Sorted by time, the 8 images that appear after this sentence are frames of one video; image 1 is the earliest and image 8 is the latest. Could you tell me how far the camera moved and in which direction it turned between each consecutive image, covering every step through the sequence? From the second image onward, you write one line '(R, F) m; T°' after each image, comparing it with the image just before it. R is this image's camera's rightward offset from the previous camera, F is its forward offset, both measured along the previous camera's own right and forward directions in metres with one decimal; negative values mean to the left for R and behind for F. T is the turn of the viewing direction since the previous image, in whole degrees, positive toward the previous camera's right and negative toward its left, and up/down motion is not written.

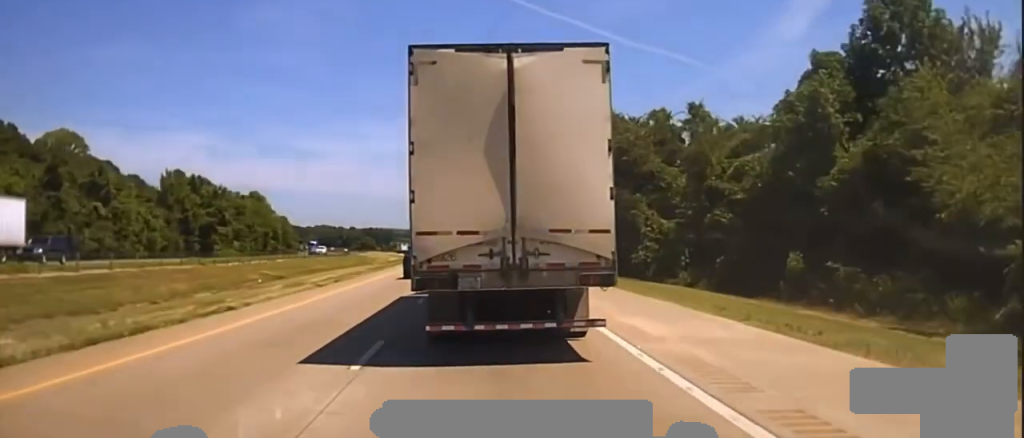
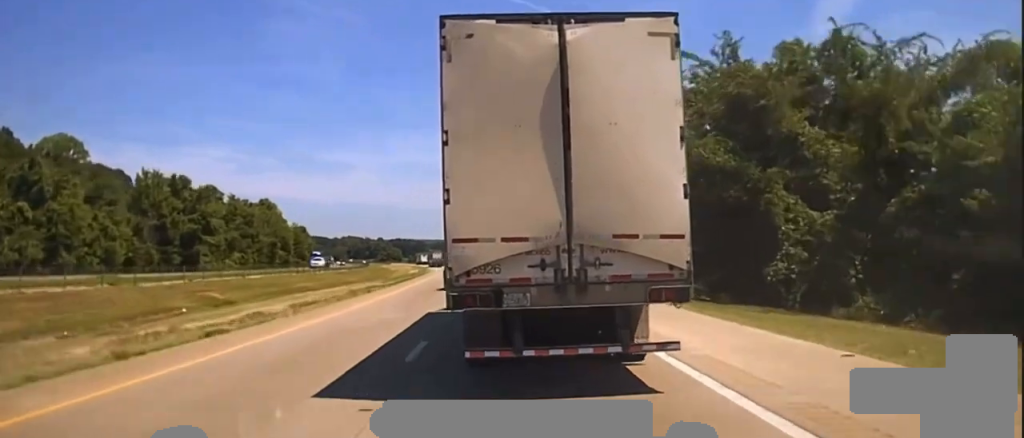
(-0.2, +22.8) m; -1°
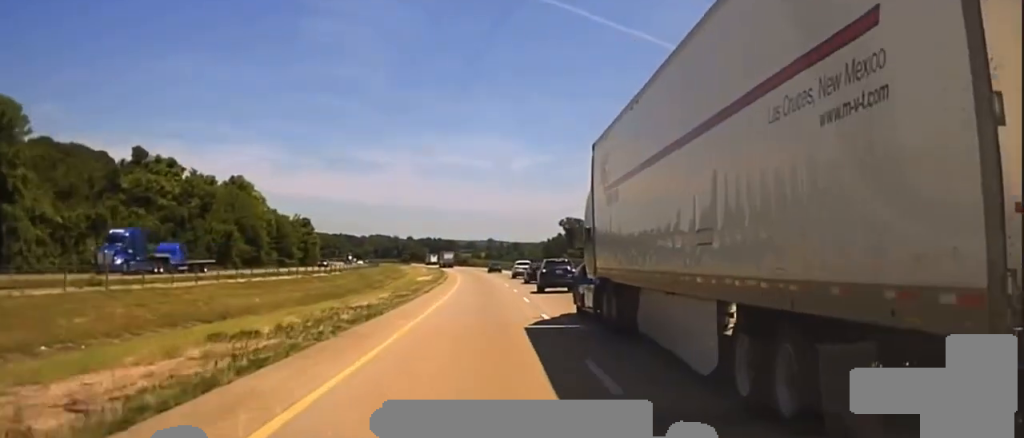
(-1.8, +71.0) m; -2°
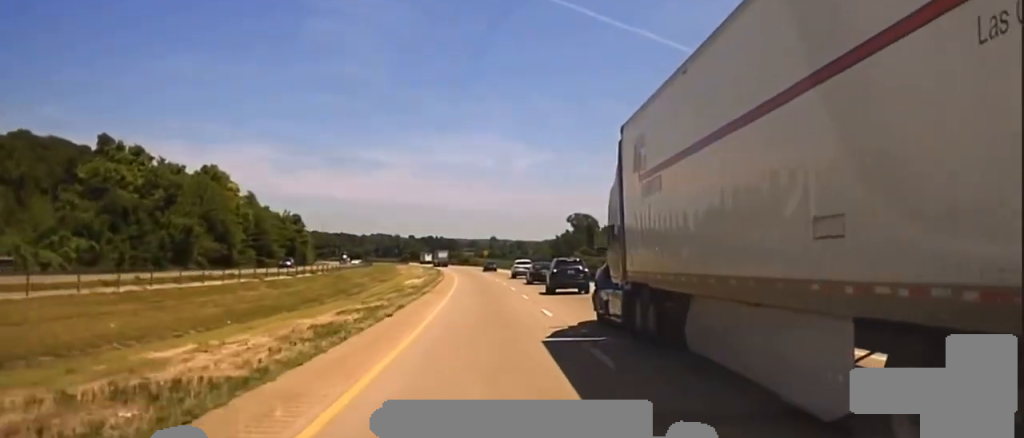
(-0.1, +24.1) m; 0°
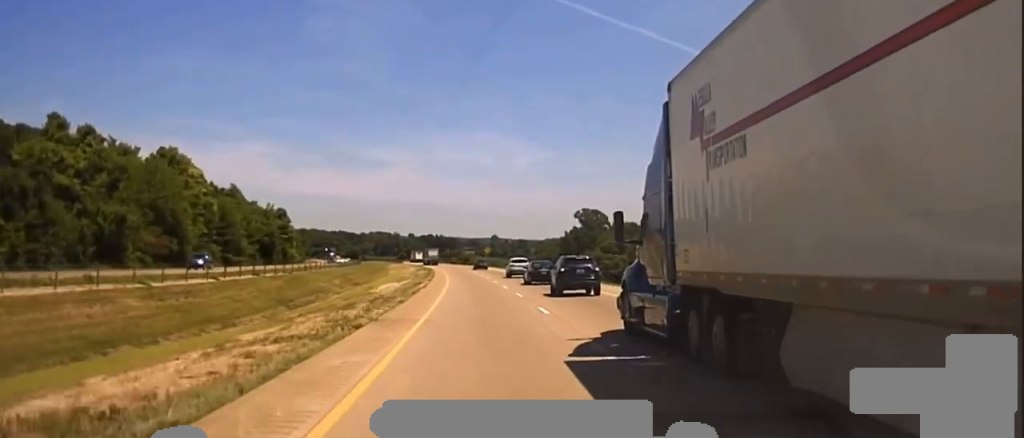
(-0.1, +26.4) m; 0°
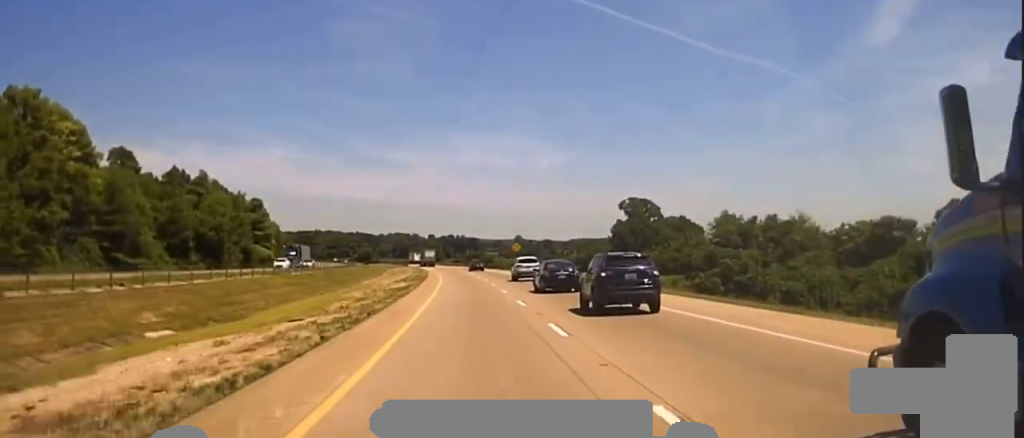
(-0.3, +54.0) m; -1°
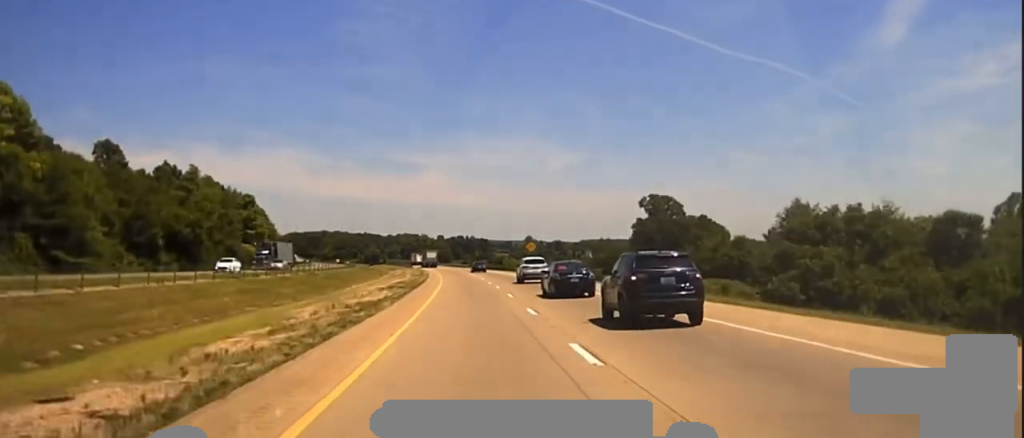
(0.0, +15.1) m; 0°
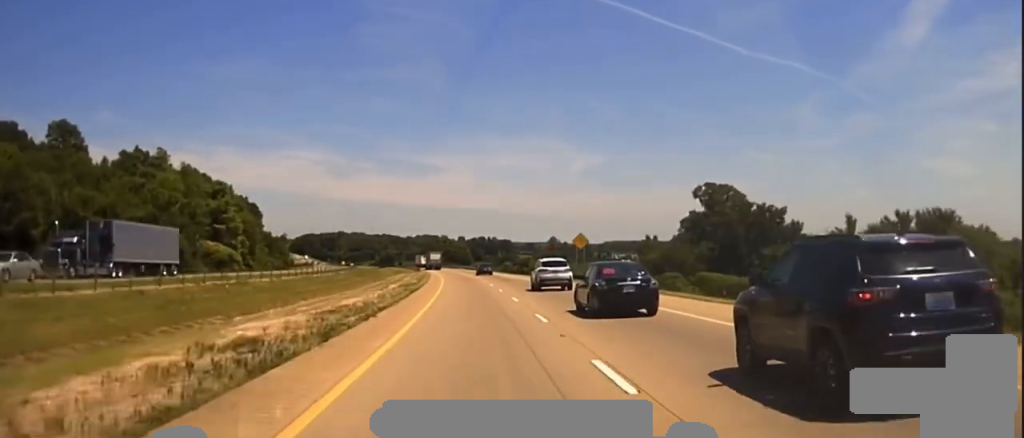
(-0.4, +34.3) m; -1°
